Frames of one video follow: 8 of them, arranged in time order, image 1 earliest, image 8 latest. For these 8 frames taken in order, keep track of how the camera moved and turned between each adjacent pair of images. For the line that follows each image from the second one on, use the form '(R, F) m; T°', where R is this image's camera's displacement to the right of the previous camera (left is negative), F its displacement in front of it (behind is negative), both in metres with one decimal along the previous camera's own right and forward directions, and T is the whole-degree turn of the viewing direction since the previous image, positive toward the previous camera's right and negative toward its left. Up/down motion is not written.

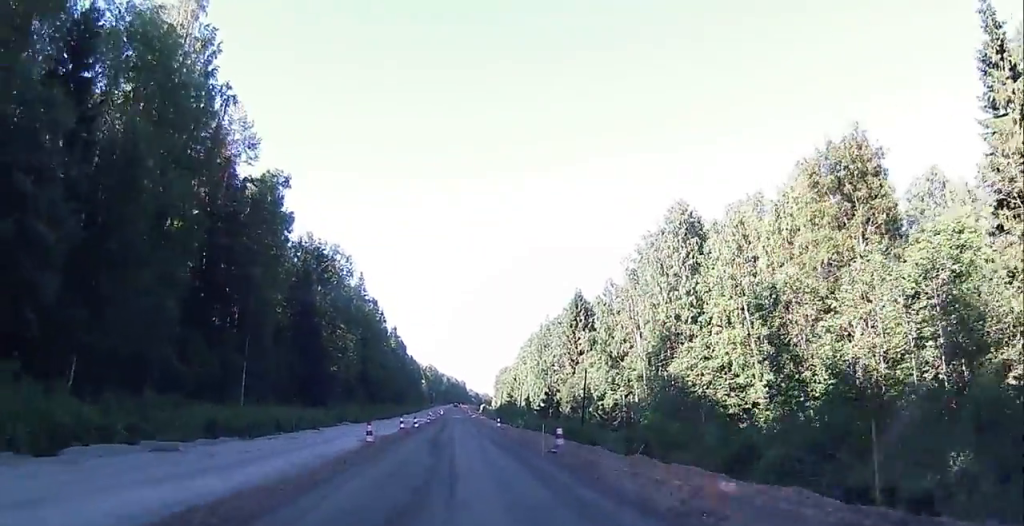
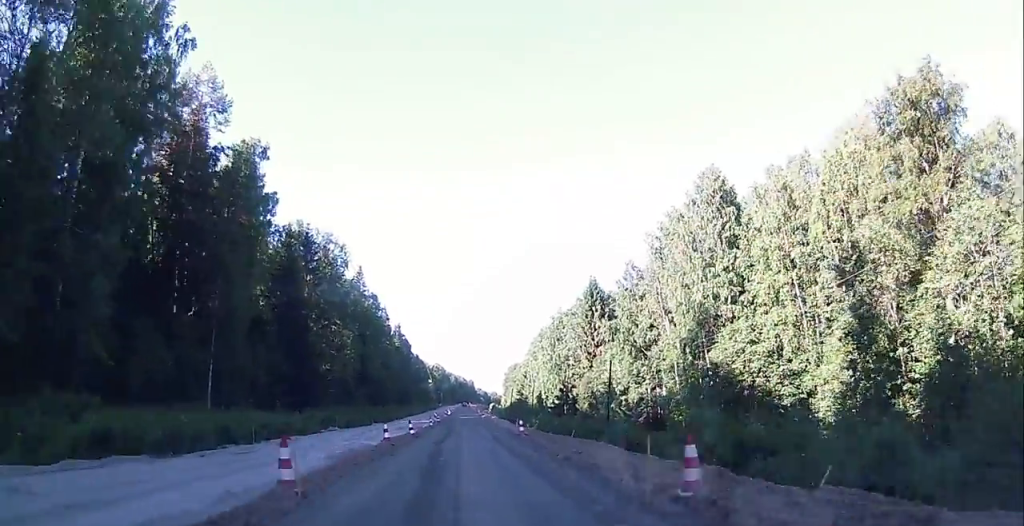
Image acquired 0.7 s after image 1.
(0.0, +8.9) m; -1°
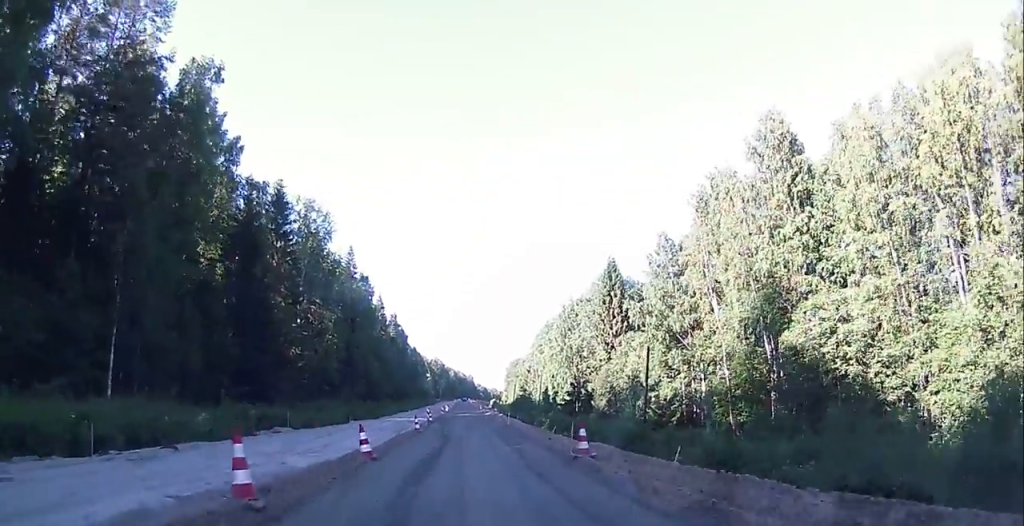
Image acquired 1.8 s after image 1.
(-0.3, +13.7) m; 0°
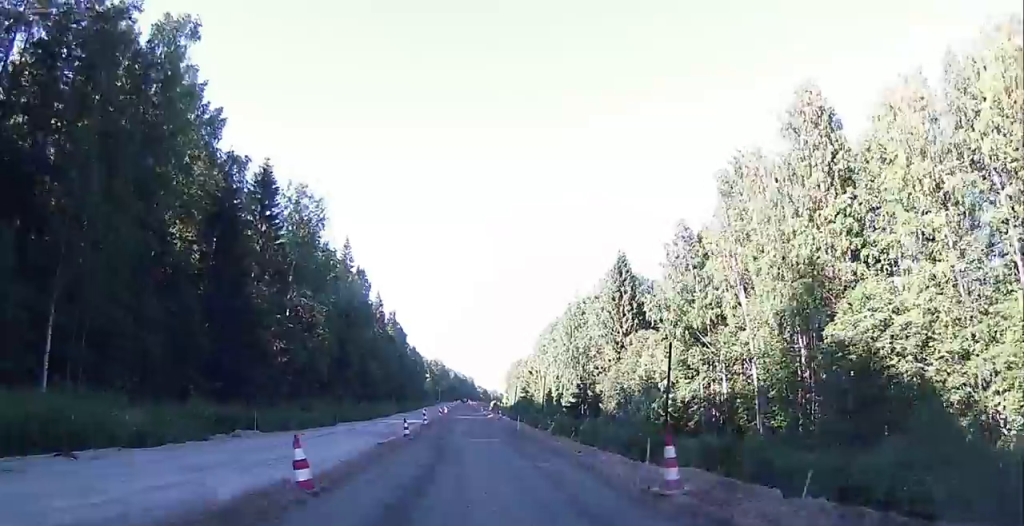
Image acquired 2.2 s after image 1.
(0.0, +5.6) m; +1°
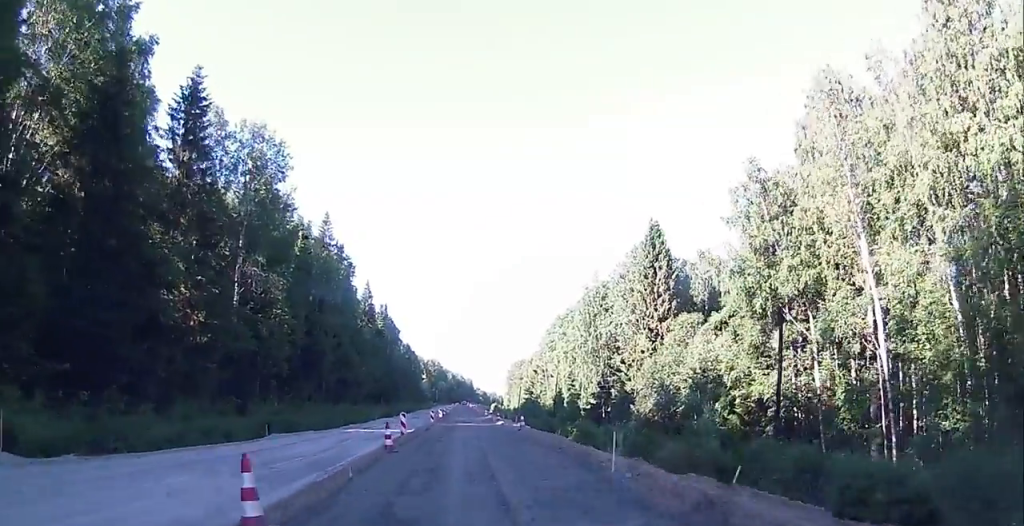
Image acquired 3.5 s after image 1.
(+0.4, +16.7) m; +1°
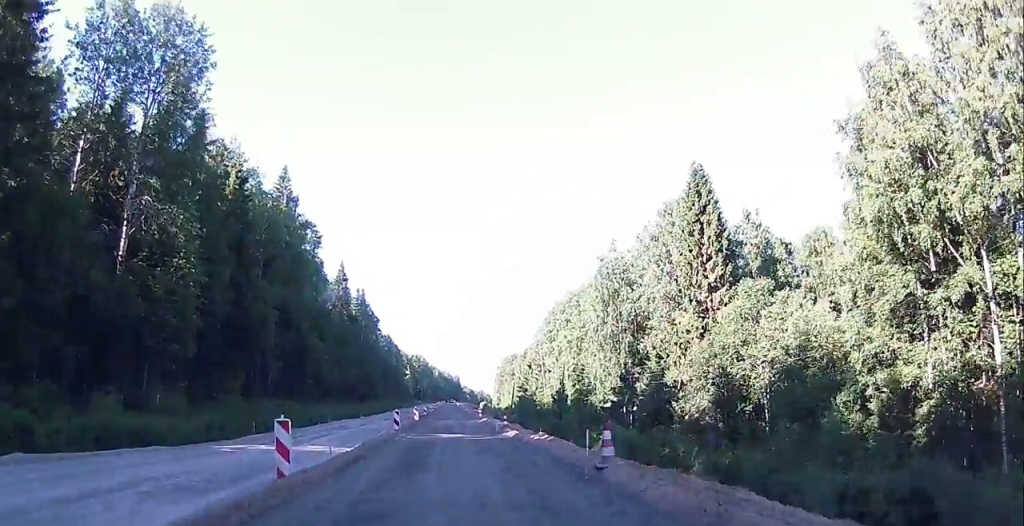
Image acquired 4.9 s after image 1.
(-0.2, +18.0) m; -1°
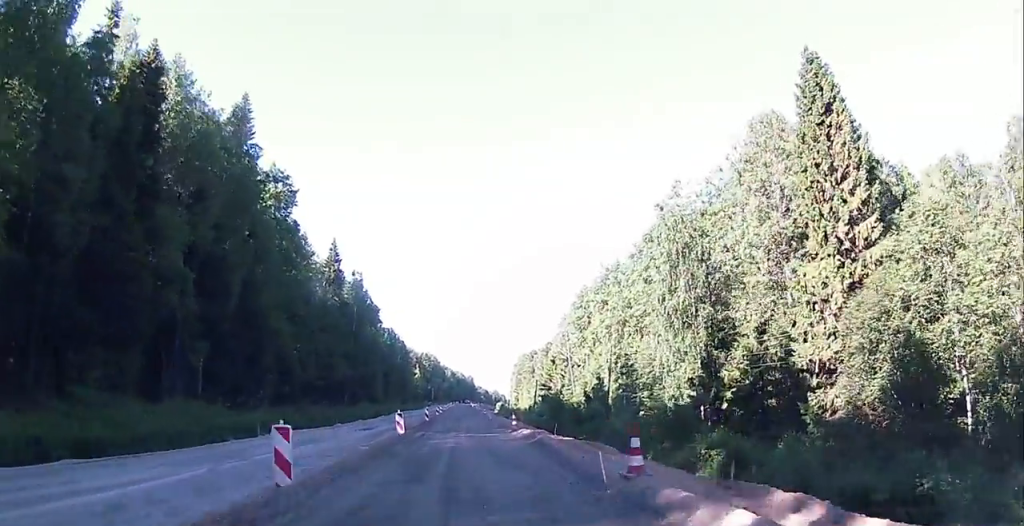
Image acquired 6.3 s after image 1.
(+0.4, +19.5) m; +2°
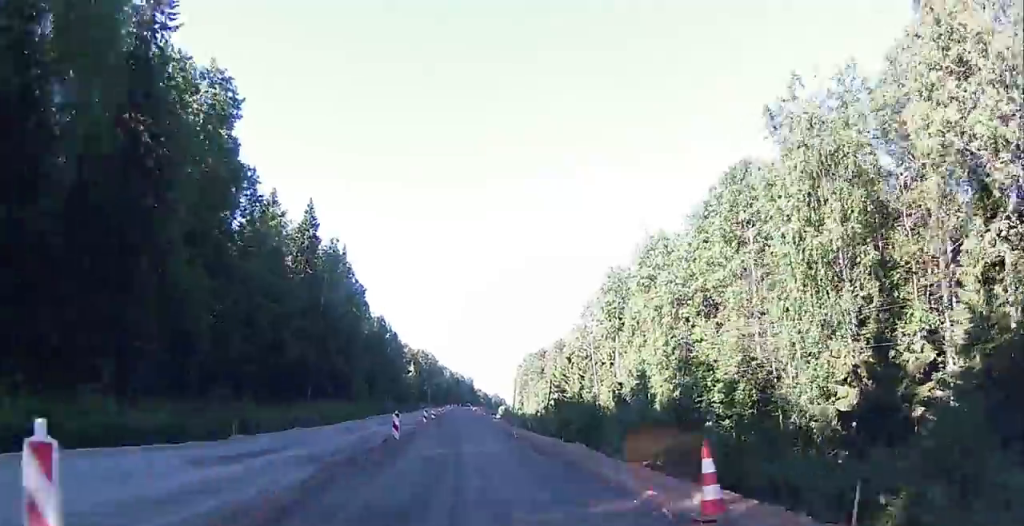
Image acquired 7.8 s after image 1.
(-0.2, +20.7) m; -1°
